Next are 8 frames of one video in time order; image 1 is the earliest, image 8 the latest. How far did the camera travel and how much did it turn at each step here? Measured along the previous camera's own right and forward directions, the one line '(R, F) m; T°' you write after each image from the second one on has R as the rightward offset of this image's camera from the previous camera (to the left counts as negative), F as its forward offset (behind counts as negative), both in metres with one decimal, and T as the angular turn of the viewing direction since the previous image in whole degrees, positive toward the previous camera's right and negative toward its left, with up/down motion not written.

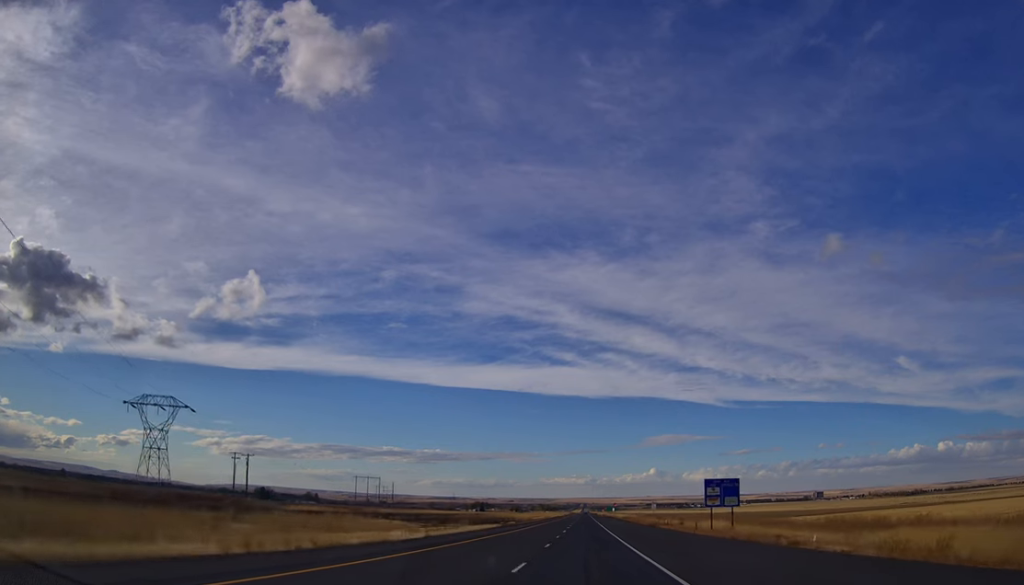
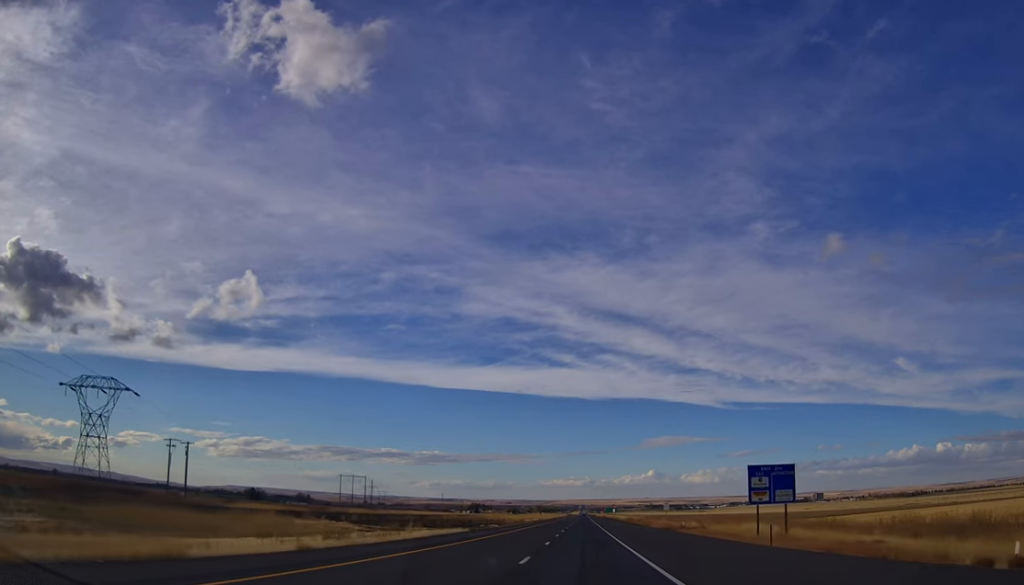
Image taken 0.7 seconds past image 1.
(-0.5, +21.2) m; 0°
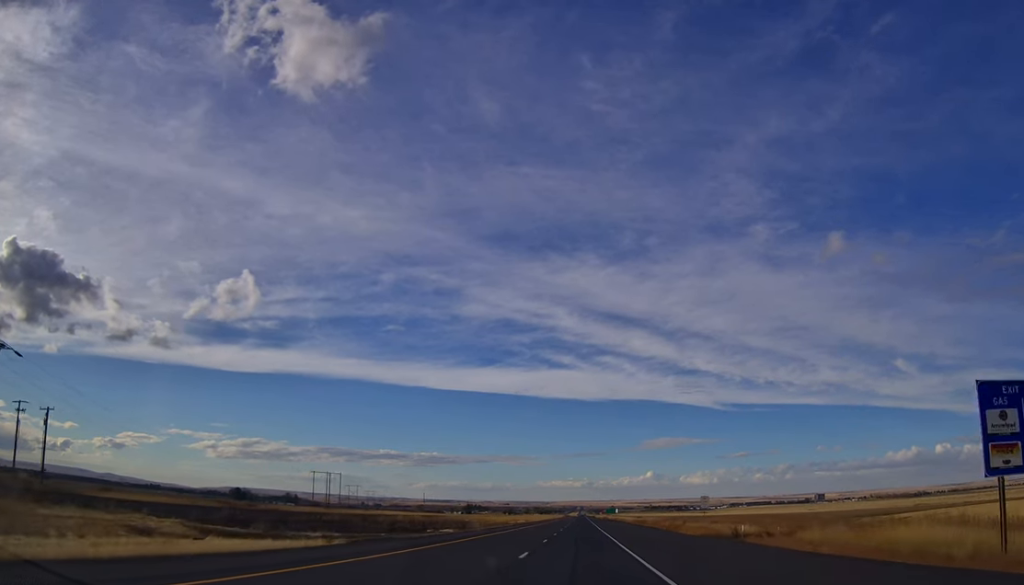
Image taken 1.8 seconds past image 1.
(+0.1, +33.8) m; 0°
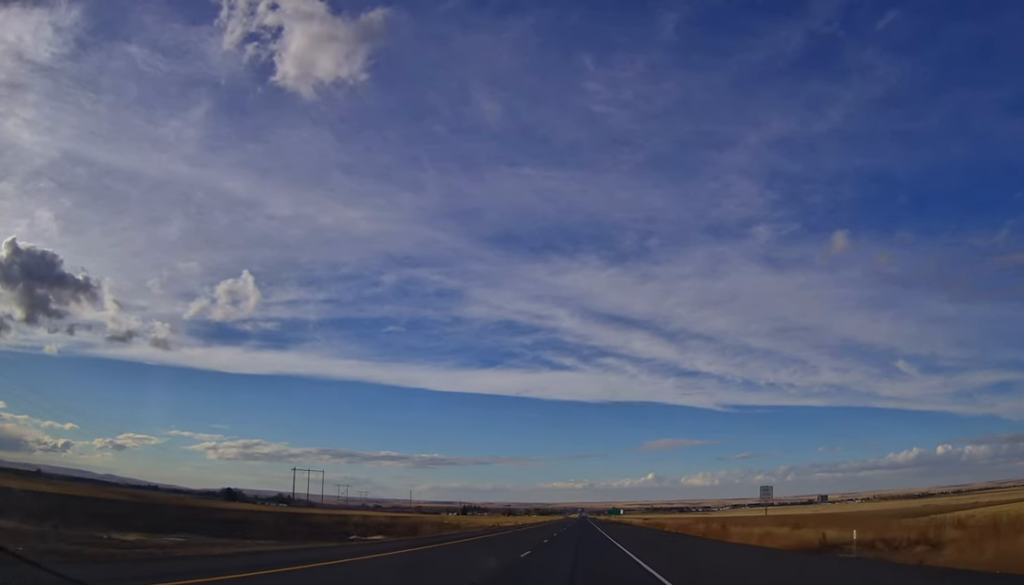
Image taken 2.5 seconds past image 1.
(-0.1, +23.2) m; 0°
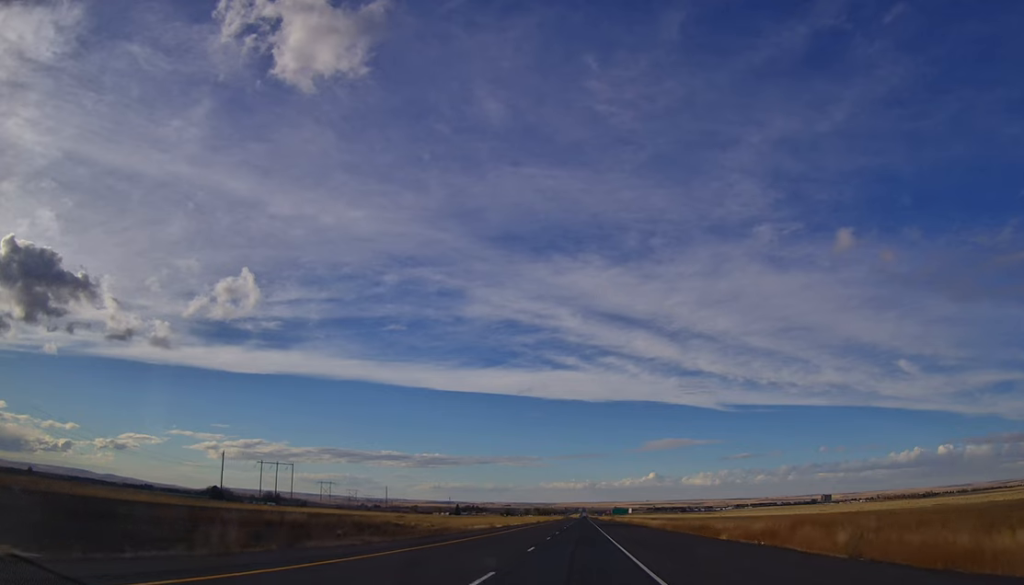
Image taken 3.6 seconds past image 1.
(-0.1, +33.2) m; 0°
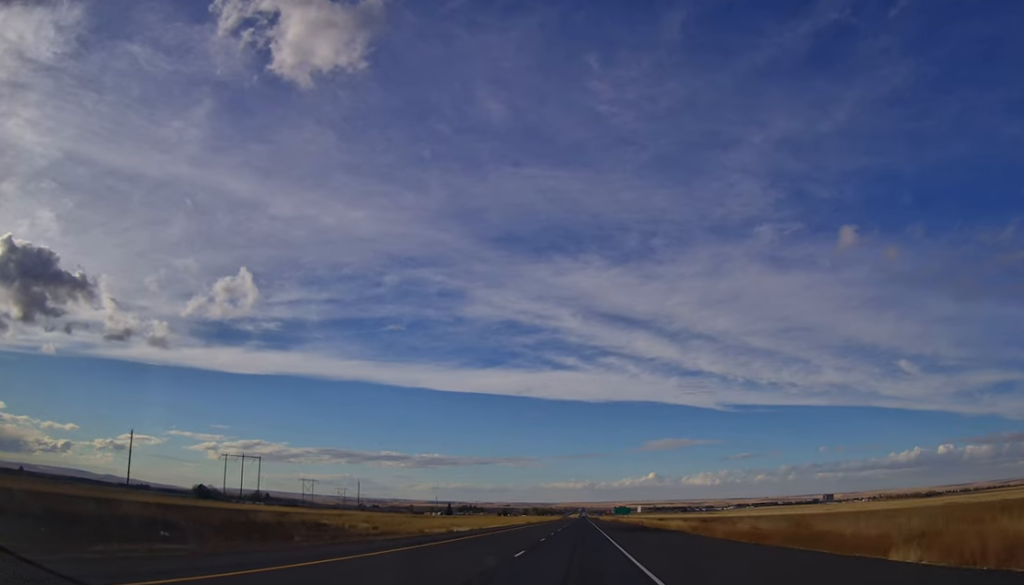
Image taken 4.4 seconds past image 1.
(+0.1, +28.2) m; 0°
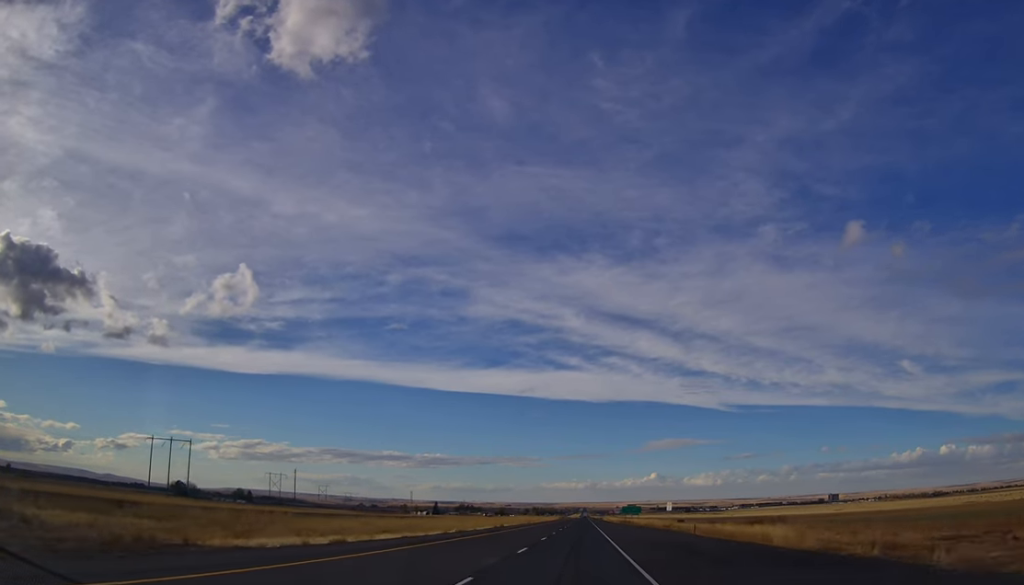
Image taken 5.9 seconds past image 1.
(+0.3, +47.0) m; 0°
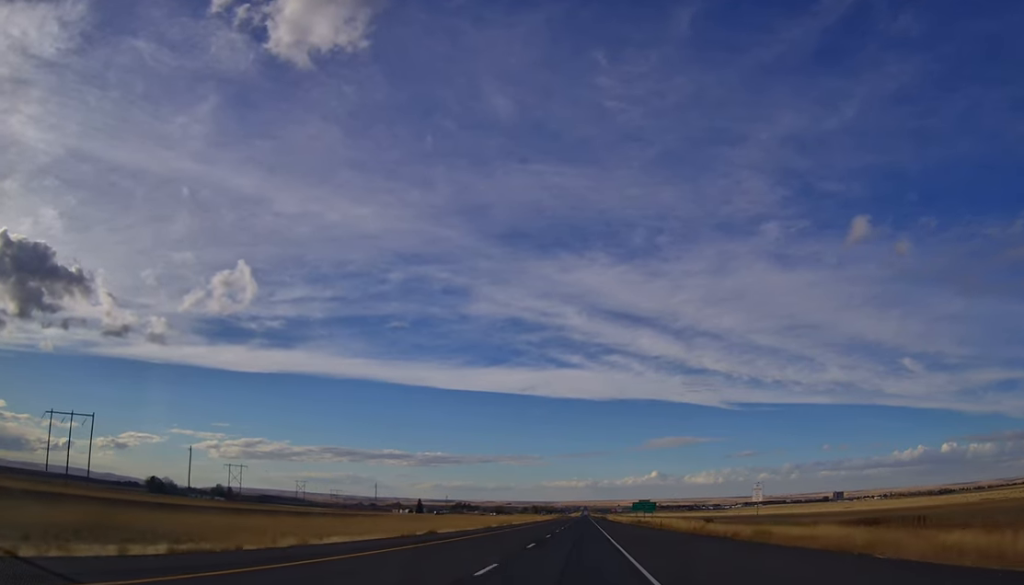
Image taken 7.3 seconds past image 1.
(-0.3, +46.3) m; 0°
